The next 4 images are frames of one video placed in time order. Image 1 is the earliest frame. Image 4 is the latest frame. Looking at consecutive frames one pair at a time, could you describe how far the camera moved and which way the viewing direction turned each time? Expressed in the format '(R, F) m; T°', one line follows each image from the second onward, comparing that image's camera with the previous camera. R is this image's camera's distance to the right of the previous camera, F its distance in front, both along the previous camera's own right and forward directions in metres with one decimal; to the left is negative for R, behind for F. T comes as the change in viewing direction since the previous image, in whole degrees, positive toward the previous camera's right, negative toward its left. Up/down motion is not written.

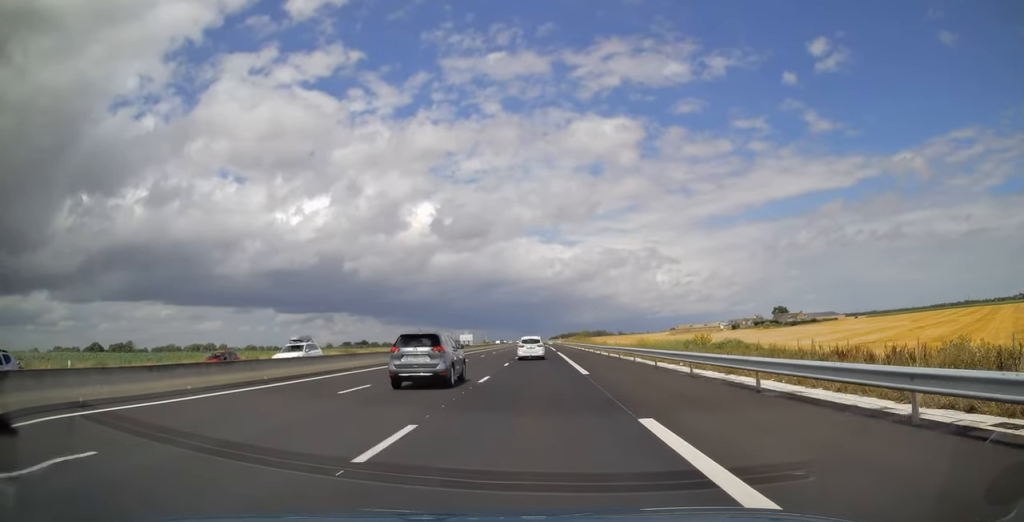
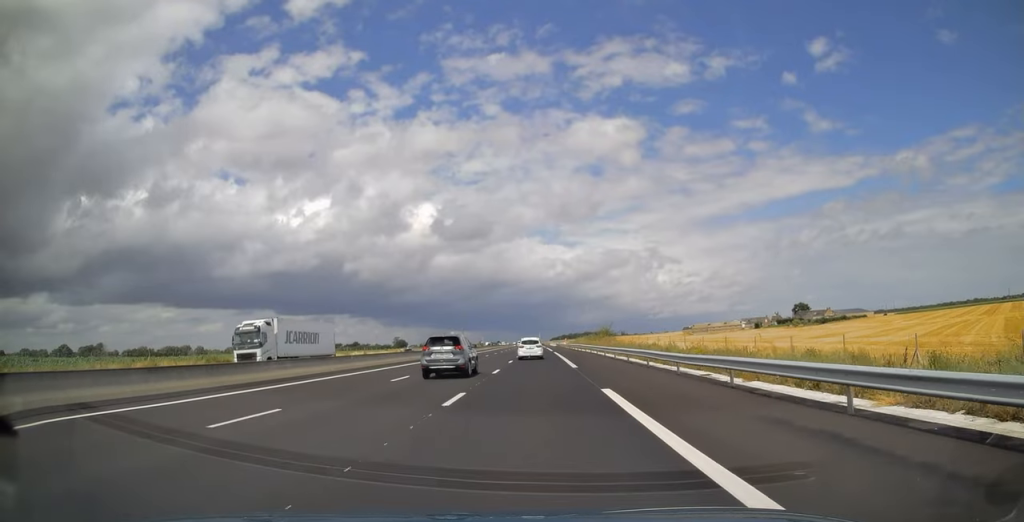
(+0.1, +46.3) m; 0°
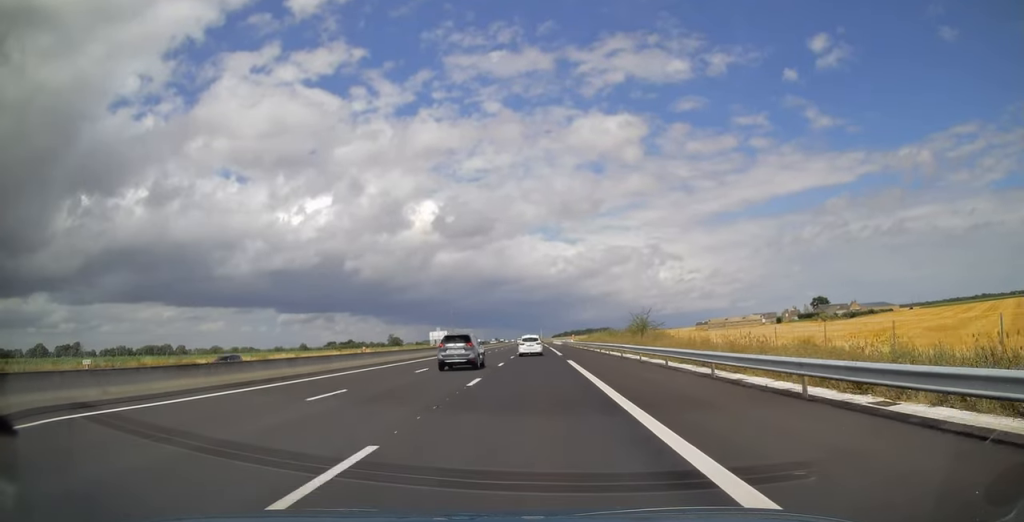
(-0.1, +34.5) m; 0°
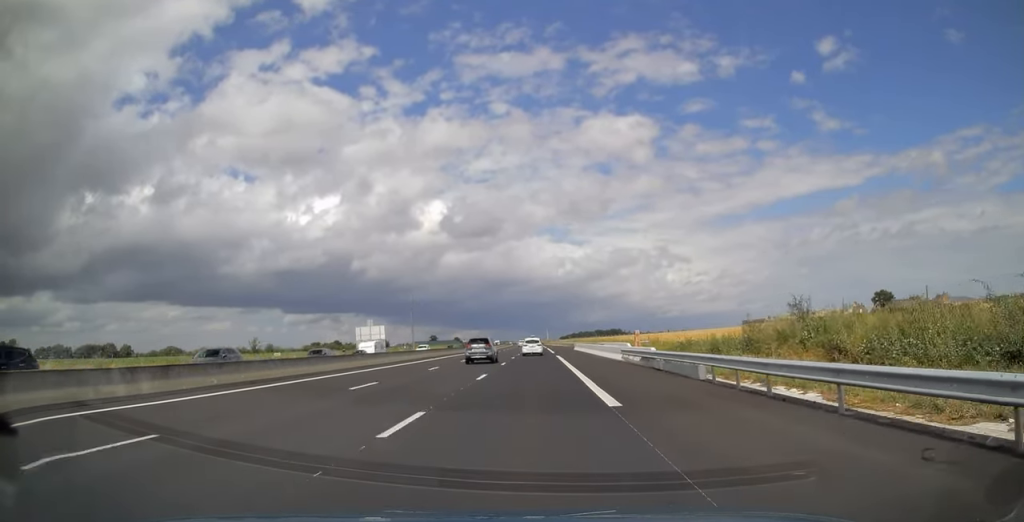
(0.0, +87.8) m; 0°
